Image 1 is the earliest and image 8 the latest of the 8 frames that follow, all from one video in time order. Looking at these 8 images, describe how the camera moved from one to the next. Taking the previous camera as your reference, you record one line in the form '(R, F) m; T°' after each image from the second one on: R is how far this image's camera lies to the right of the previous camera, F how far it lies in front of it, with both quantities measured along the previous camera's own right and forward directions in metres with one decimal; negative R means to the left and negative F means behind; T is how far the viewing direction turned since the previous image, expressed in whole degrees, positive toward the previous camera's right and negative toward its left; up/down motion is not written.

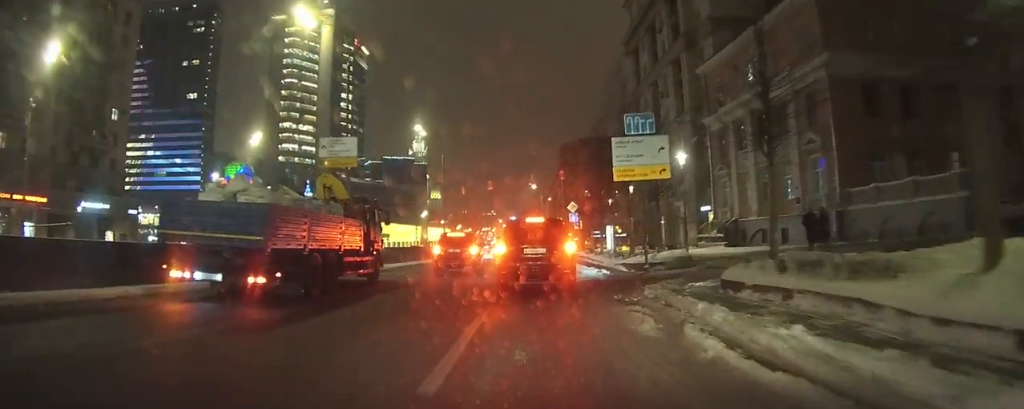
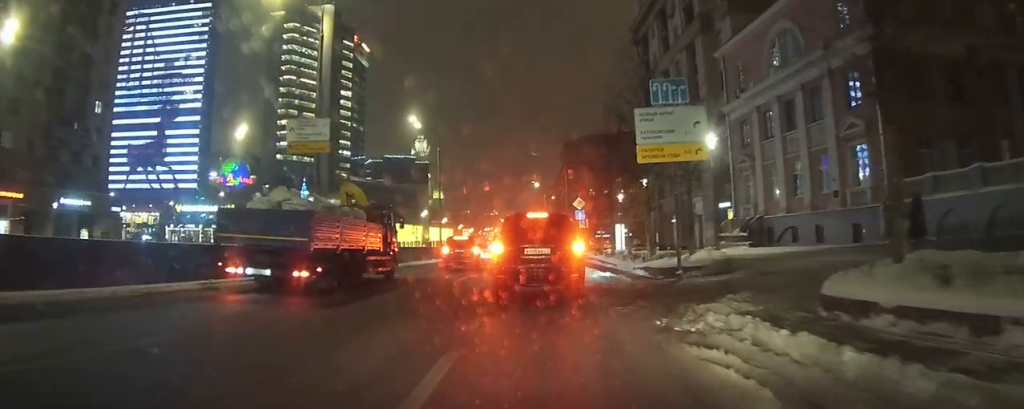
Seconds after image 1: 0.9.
(0.0, +5.5) m; -2°
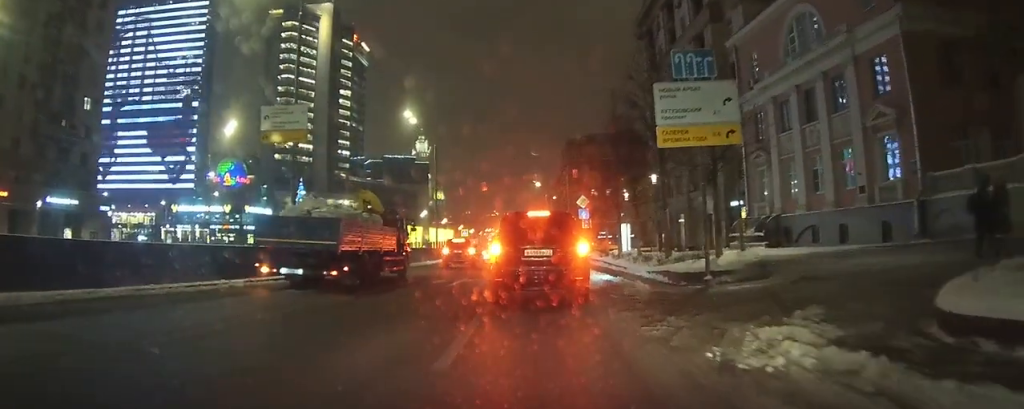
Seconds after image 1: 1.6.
(-0.1, +3.4) m; -3°
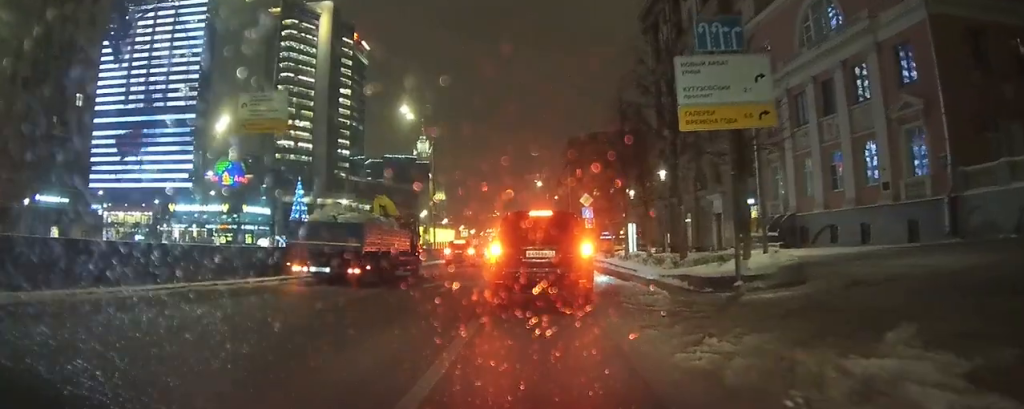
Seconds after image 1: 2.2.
(-0.1, +2.7) m; -2°
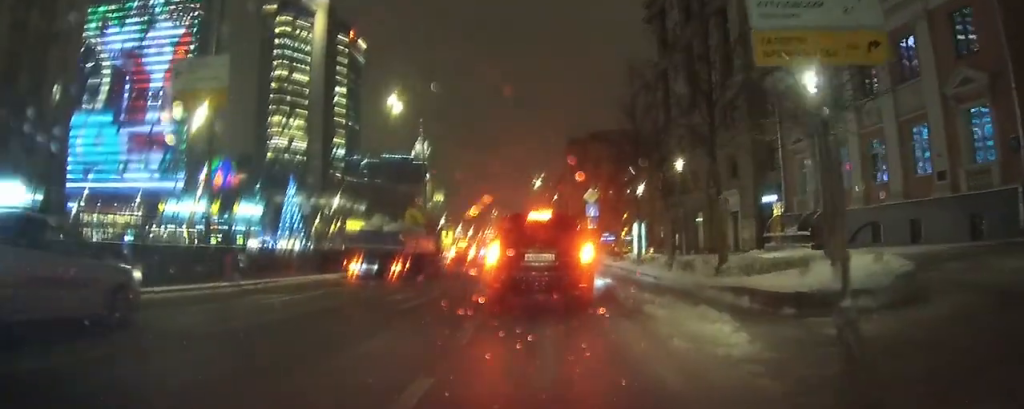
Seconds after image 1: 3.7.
(-0.2, +4.6) m; -3°
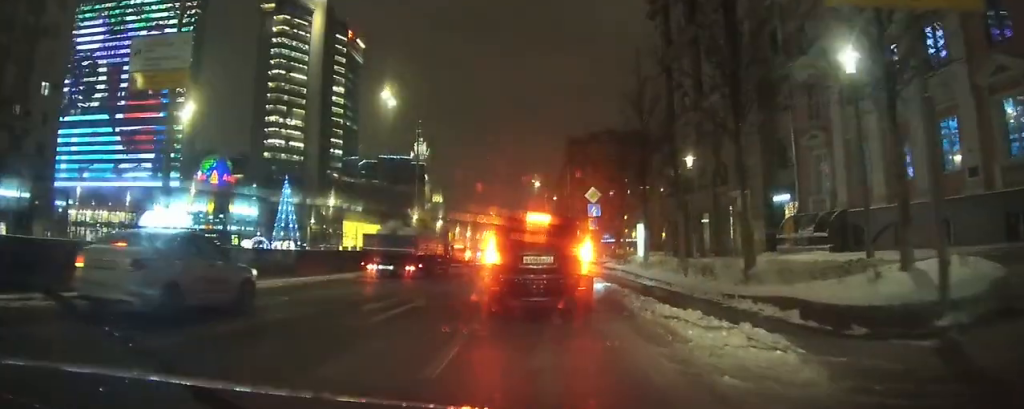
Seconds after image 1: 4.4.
(0.0, +1.9) m; -2°
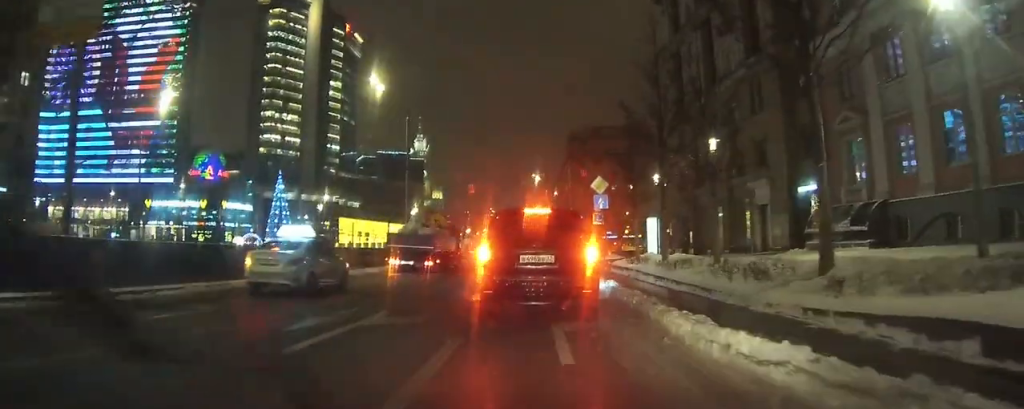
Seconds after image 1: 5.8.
(-0.1, +3.1) m; -4°
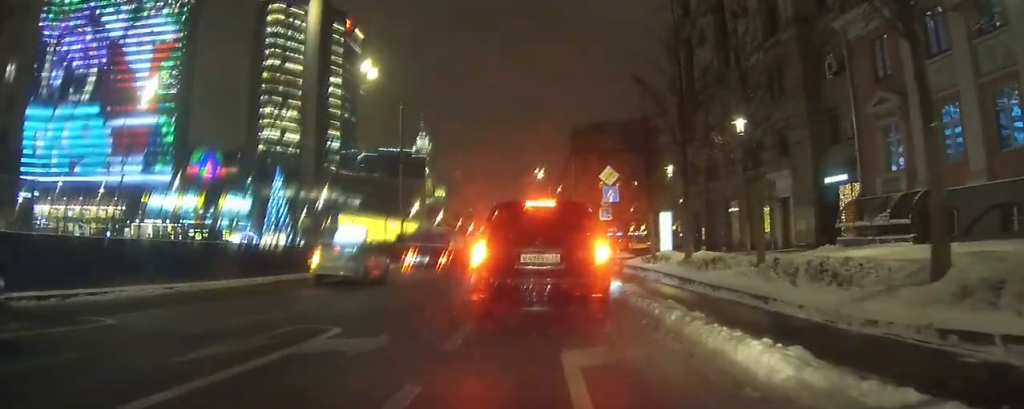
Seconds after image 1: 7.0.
(0.0, +2.6) m; 0°
